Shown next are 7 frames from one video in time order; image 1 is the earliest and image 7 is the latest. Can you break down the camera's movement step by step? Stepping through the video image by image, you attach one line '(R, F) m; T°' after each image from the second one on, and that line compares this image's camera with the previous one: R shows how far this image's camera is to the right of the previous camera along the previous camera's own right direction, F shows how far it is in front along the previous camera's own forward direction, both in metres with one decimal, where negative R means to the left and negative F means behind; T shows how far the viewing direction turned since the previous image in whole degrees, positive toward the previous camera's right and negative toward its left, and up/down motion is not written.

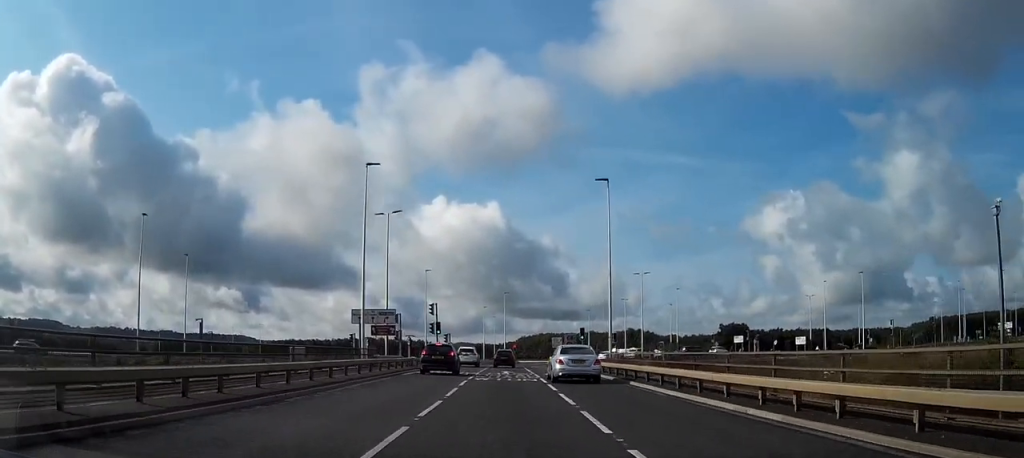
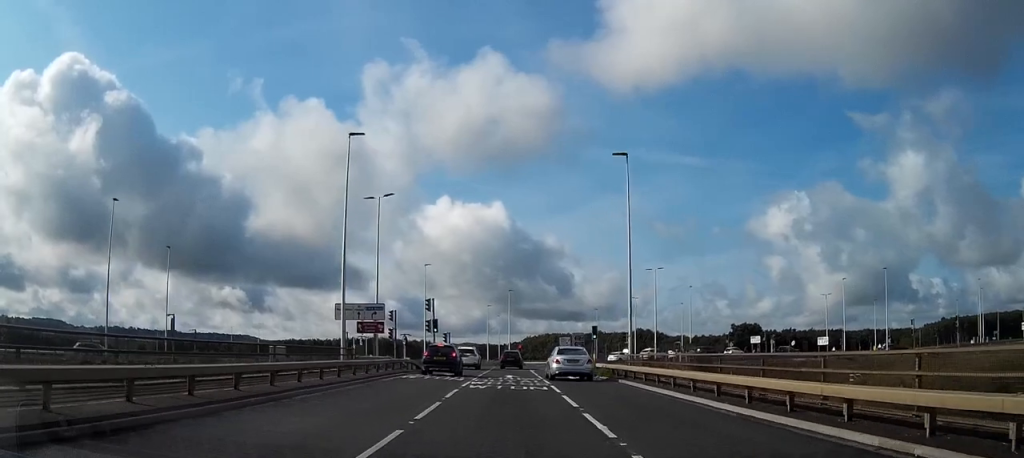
(-0.1, +6.6) m; 0°
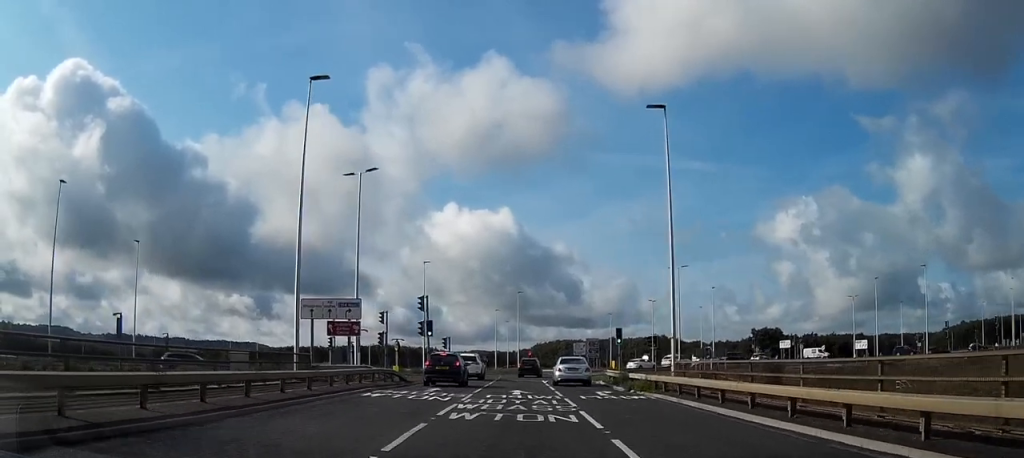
(+0.1, +10.3) m; 0°
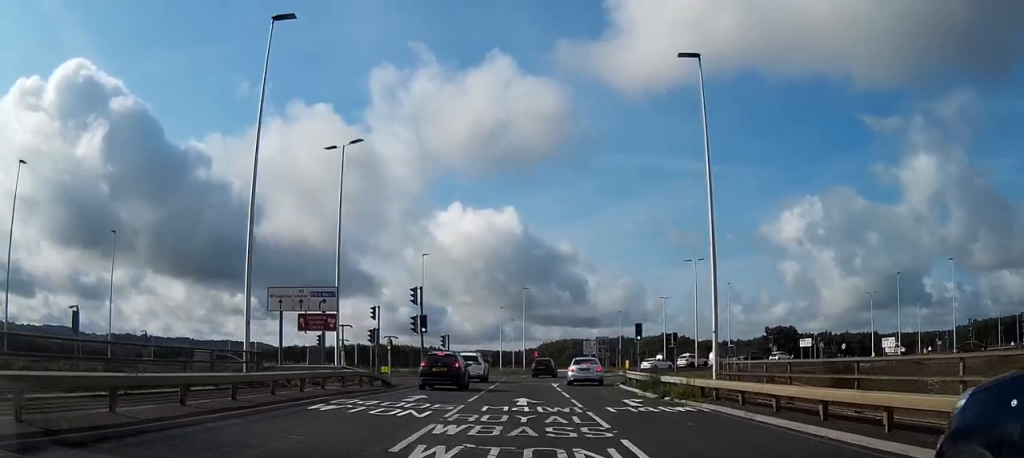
(0.0, +6.4) m; 0°
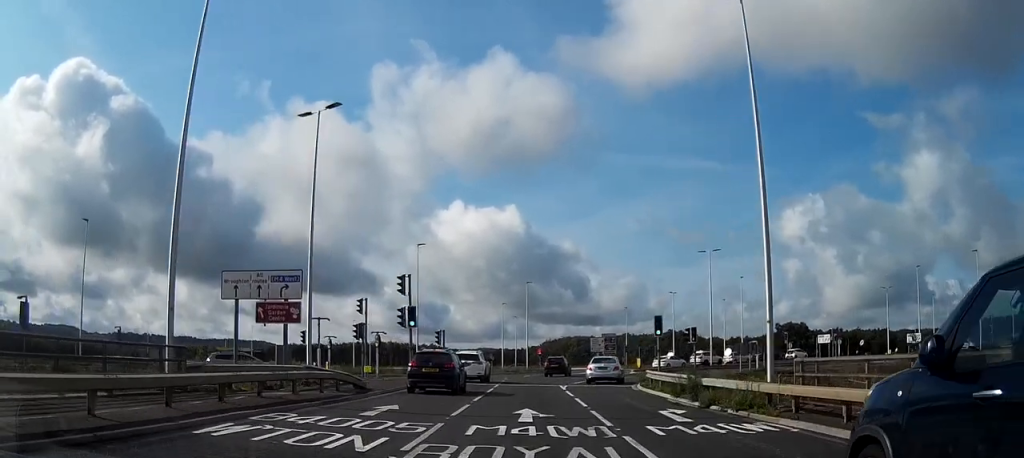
(0.0, +5.8) m; 0°
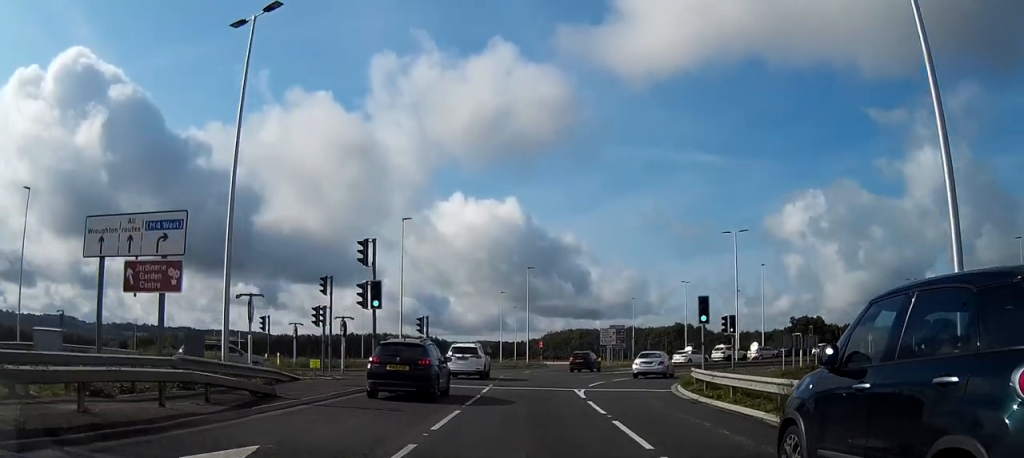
(0.0, +9.7) m; +2°
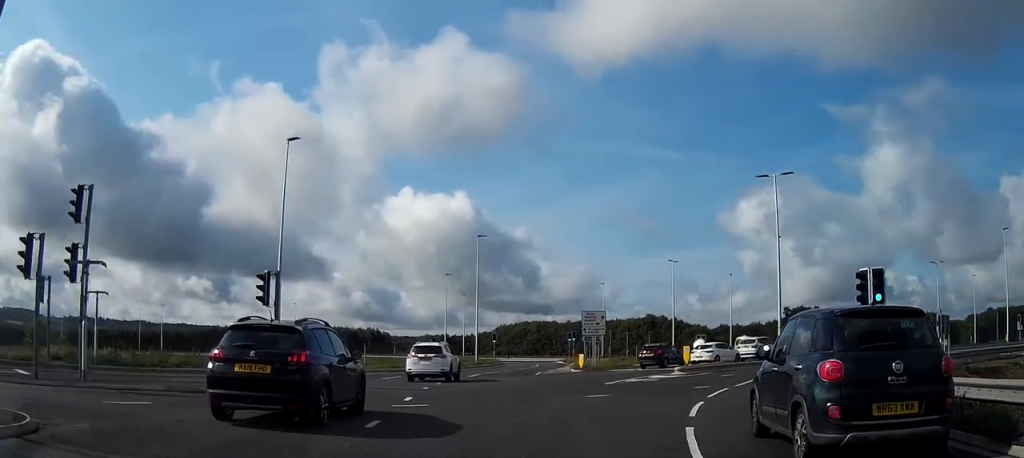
(+1.9, +22.0) m; +7°
